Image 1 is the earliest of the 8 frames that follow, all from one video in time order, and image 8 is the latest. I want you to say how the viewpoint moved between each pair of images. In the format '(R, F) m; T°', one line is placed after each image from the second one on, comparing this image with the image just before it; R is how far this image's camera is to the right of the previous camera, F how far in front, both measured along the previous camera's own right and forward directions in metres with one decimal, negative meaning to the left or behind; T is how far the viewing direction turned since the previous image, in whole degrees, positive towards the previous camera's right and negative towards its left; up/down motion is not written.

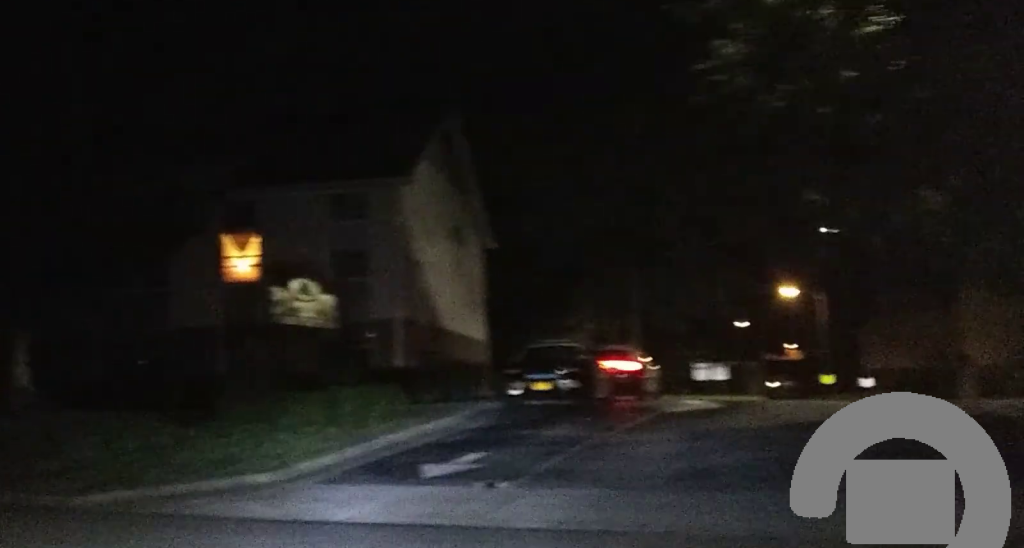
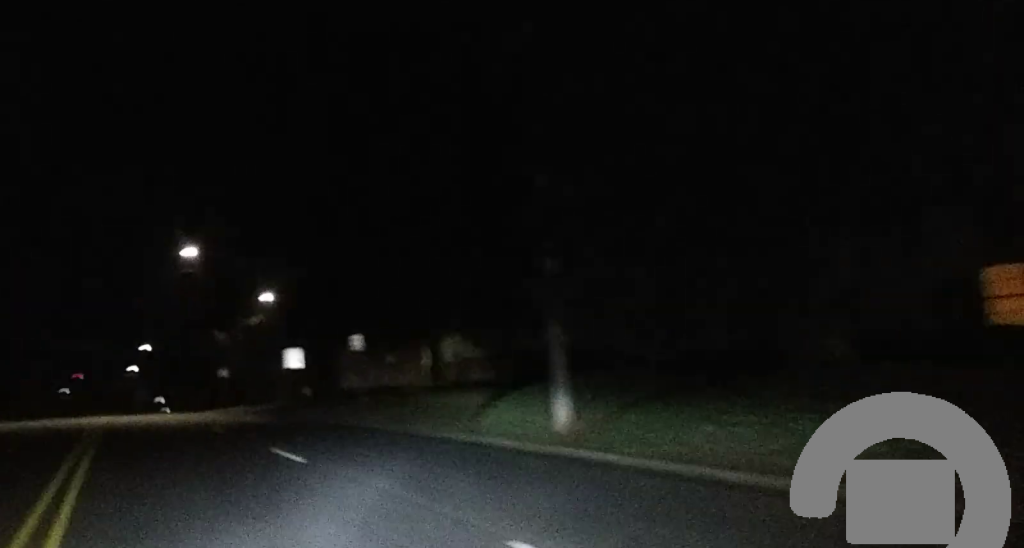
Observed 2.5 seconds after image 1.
(-3.5, +9.0) m; -39°
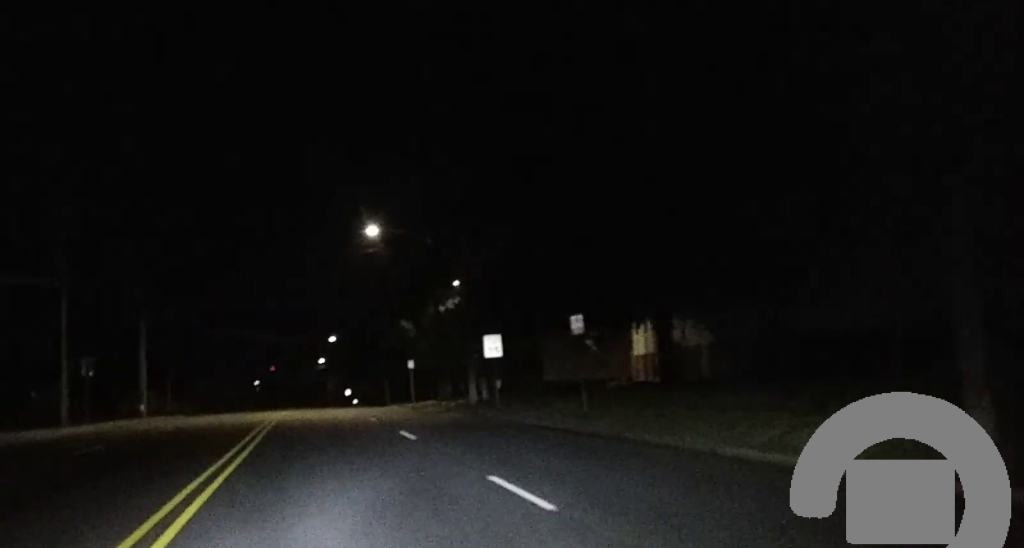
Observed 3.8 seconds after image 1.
(-0.6, +7.3) m; -3°
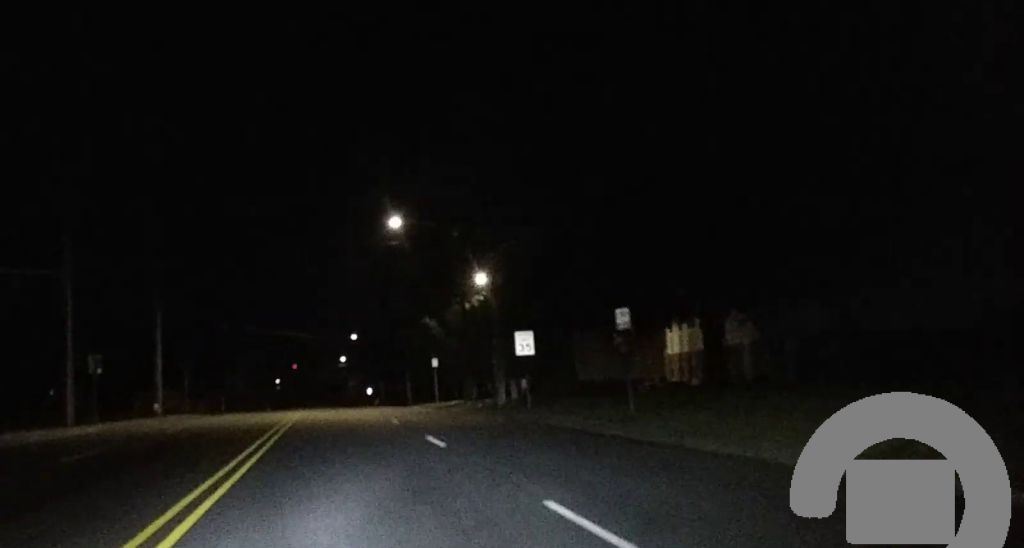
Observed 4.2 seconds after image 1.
(+0.1, +2.9) m; 0°
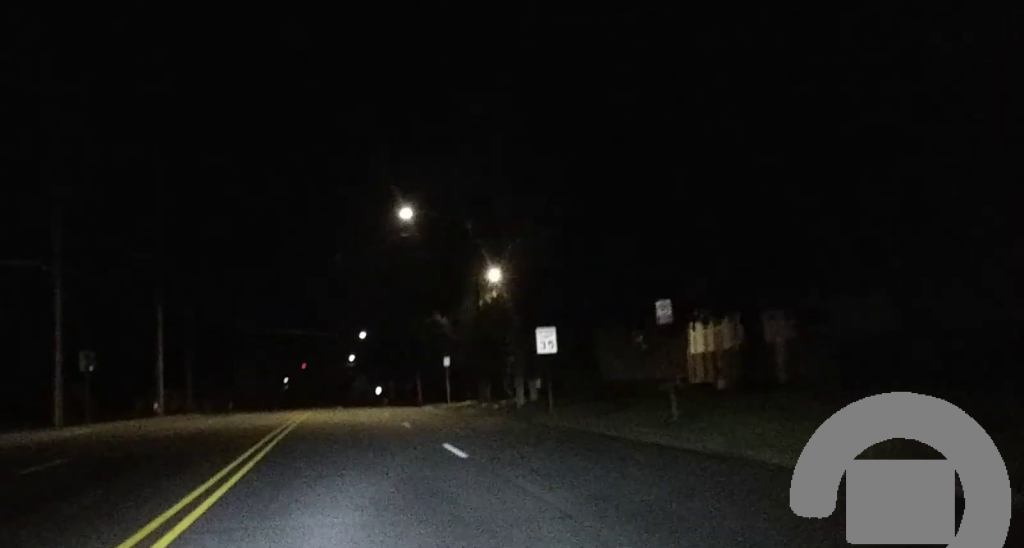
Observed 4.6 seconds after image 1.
(0.0, +3.1) m; -1°
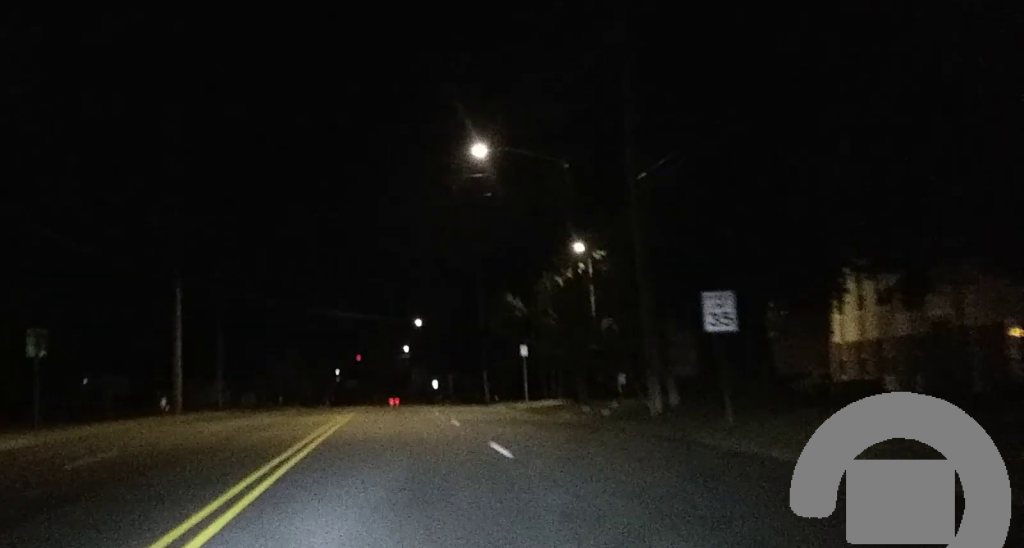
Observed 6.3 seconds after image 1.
(-0.6, +12.8) m; -2°
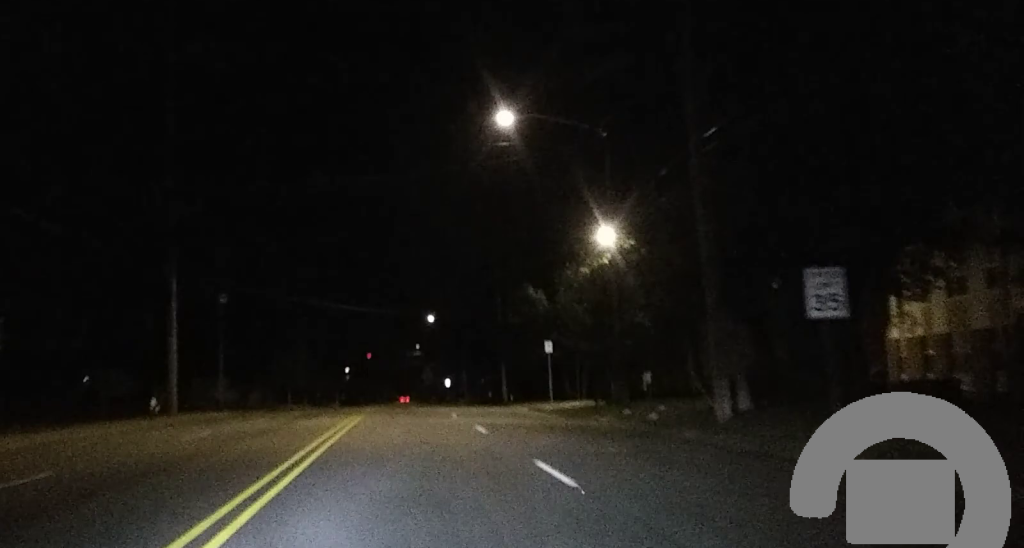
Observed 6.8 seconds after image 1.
(+0.2, +4.6) m; 0°
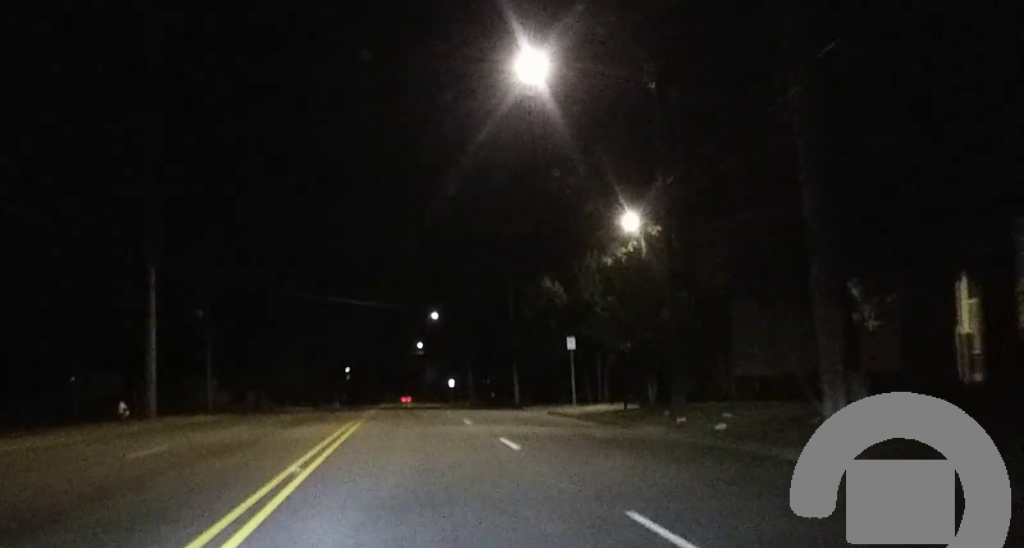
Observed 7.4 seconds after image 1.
(+0.1, +5.3) m; 0°
